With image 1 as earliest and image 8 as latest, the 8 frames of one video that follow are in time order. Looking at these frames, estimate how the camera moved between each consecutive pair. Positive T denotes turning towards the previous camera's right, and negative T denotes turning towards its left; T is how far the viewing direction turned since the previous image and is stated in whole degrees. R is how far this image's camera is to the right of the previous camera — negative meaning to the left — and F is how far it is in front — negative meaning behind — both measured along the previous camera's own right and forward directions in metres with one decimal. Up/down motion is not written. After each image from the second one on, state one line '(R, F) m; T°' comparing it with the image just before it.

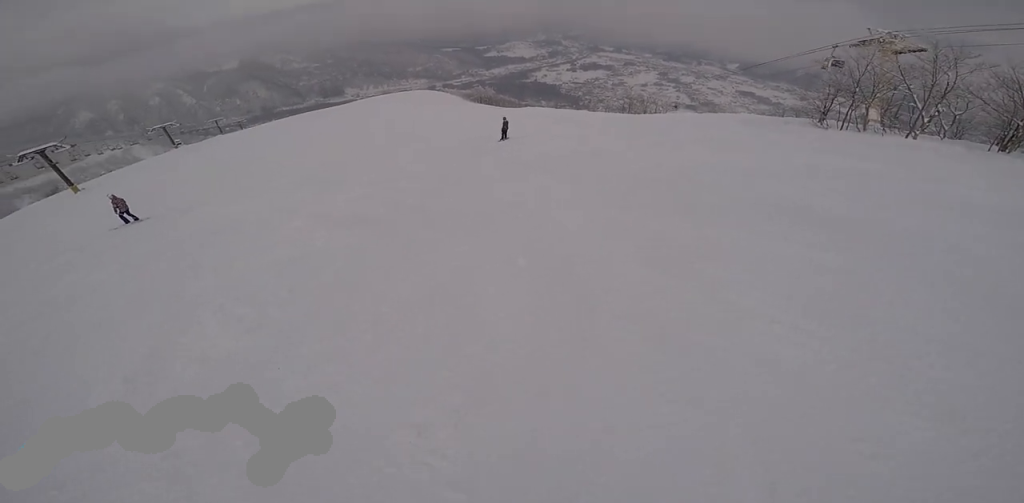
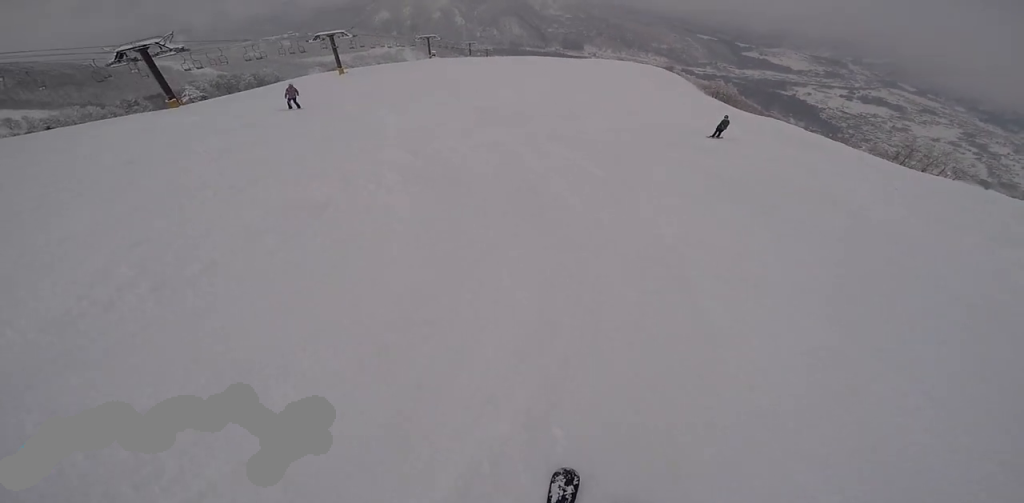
(+0.1, +3.9) m; -19°
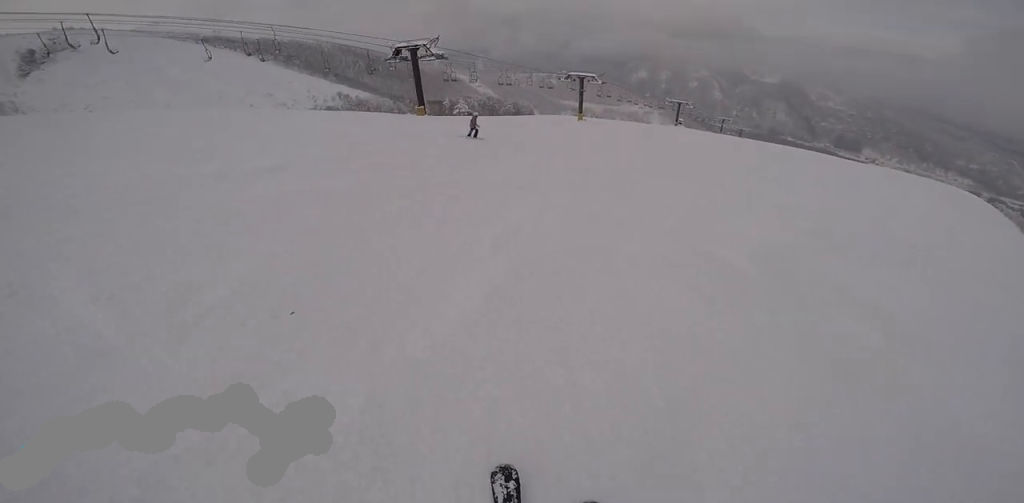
(-3.5, +9.6) m; -31°
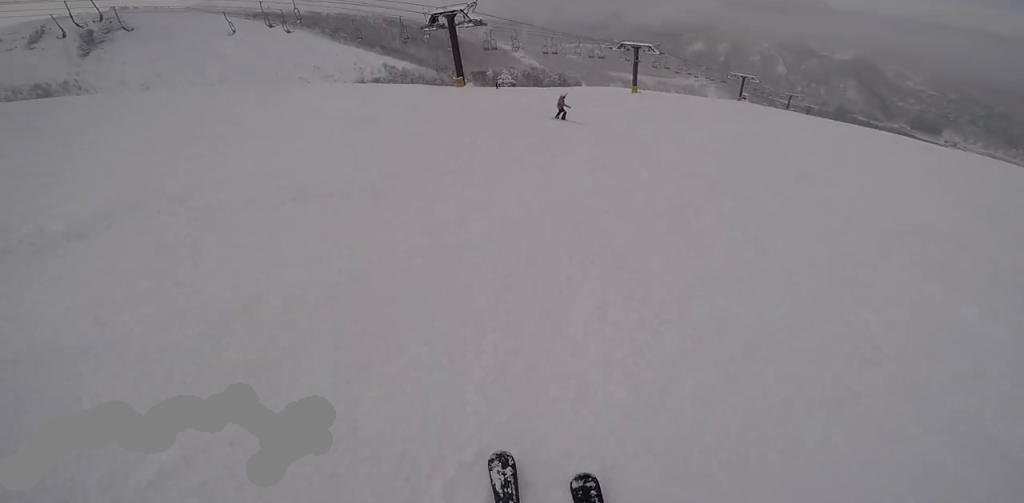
(-0.5, +3.6) m; +1°
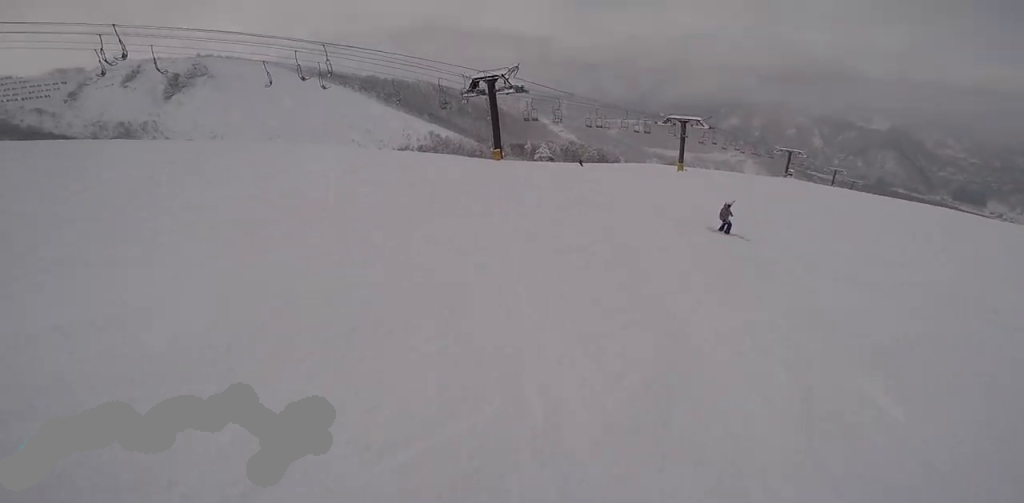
(+0.1, +4.9) m; +6°
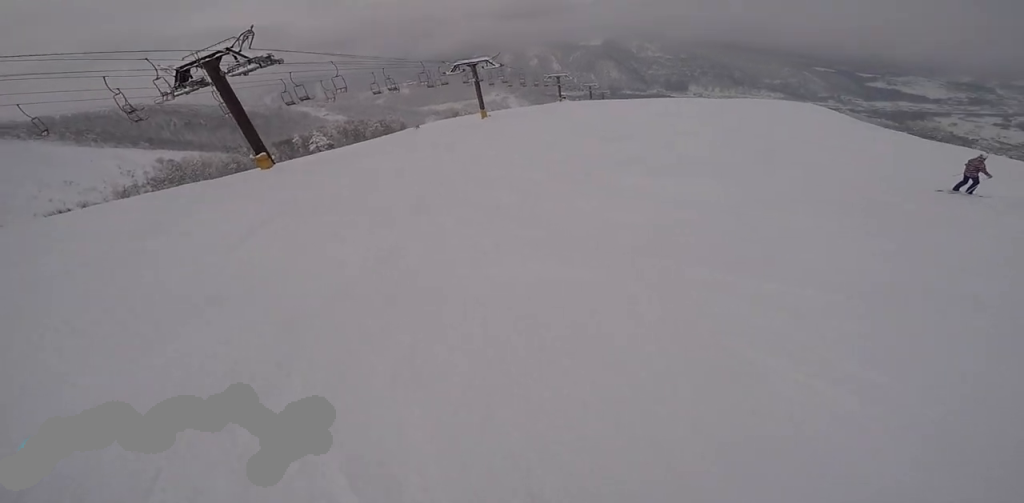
(+1.5, +9.9) m; +39°
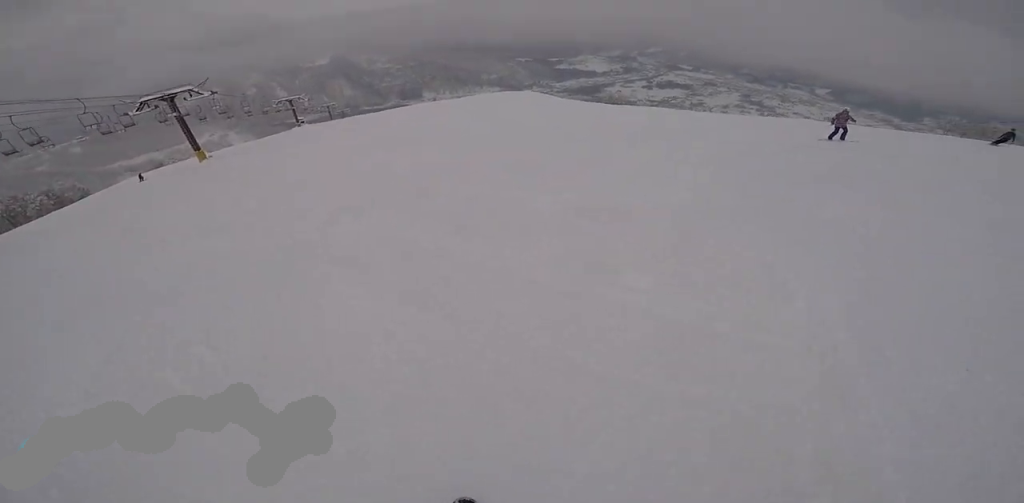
(+2.4, +4.9) m; +28°
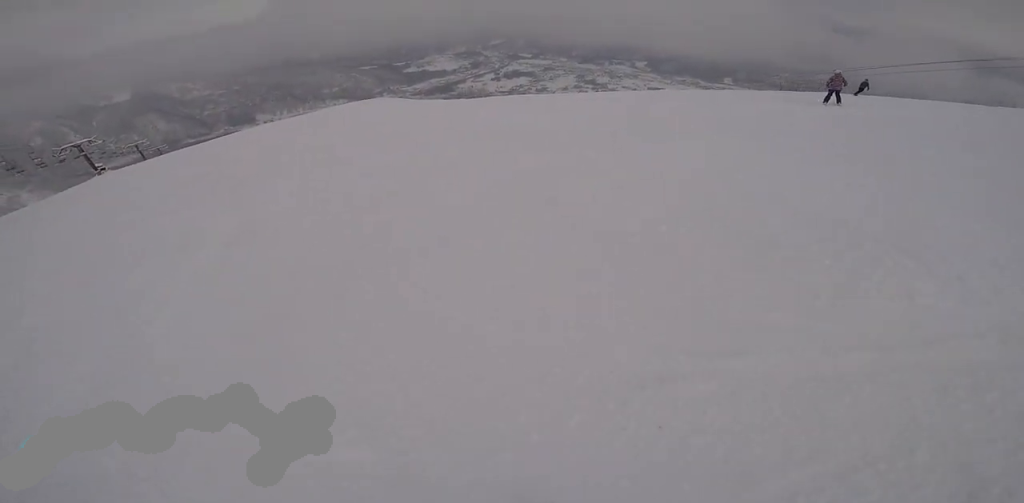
(+0.7, +6.5) m; +27°
